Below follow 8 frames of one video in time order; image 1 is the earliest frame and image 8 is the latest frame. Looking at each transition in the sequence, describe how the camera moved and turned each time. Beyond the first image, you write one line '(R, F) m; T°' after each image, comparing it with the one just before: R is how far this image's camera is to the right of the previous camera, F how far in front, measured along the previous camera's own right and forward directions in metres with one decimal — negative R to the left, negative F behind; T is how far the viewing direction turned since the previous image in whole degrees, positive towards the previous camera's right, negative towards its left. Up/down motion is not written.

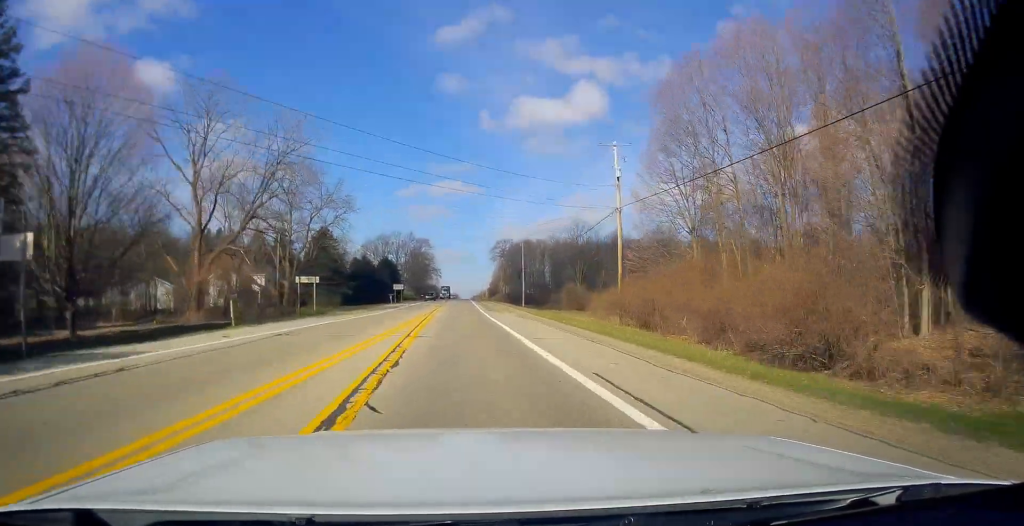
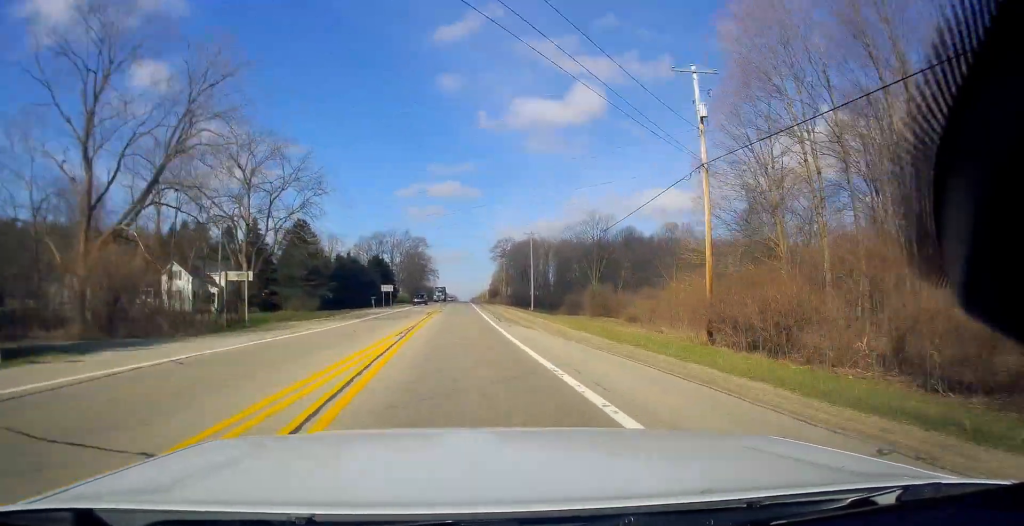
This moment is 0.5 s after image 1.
(+0.2, +15.2) m; 0°
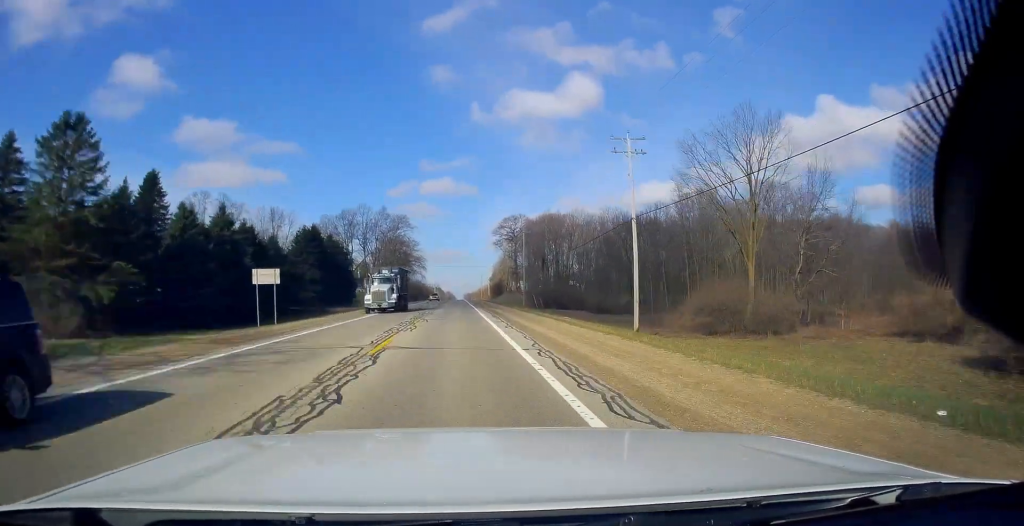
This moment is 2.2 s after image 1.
(+0.6, +56.7) m; 0°
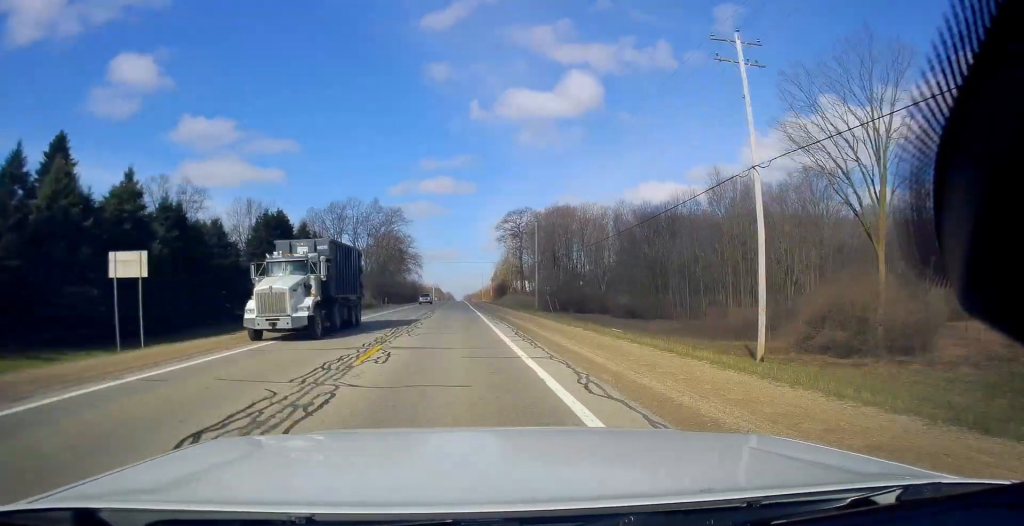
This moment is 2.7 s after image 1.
(0.0, +16.5) m; 0°
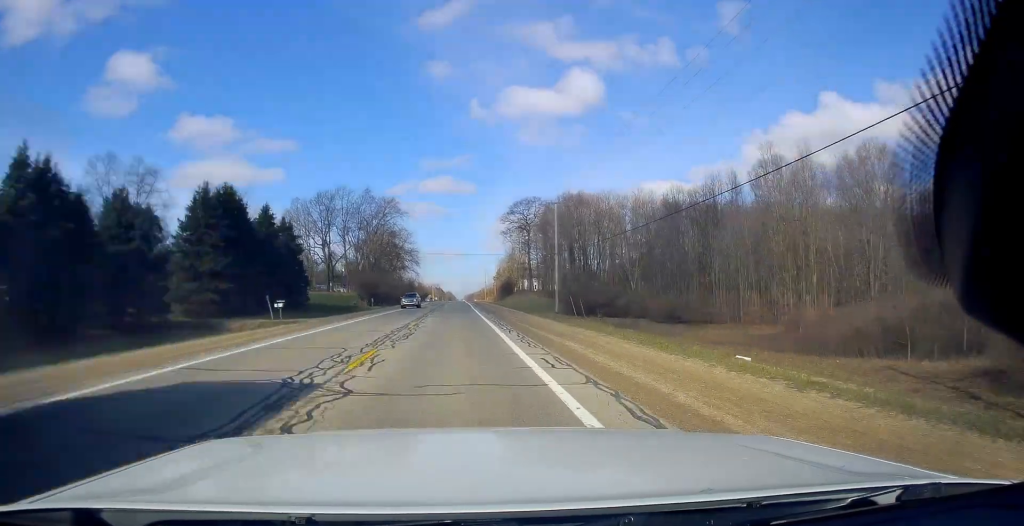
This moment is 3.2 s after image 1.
(0.0, +17.6) m; 0°
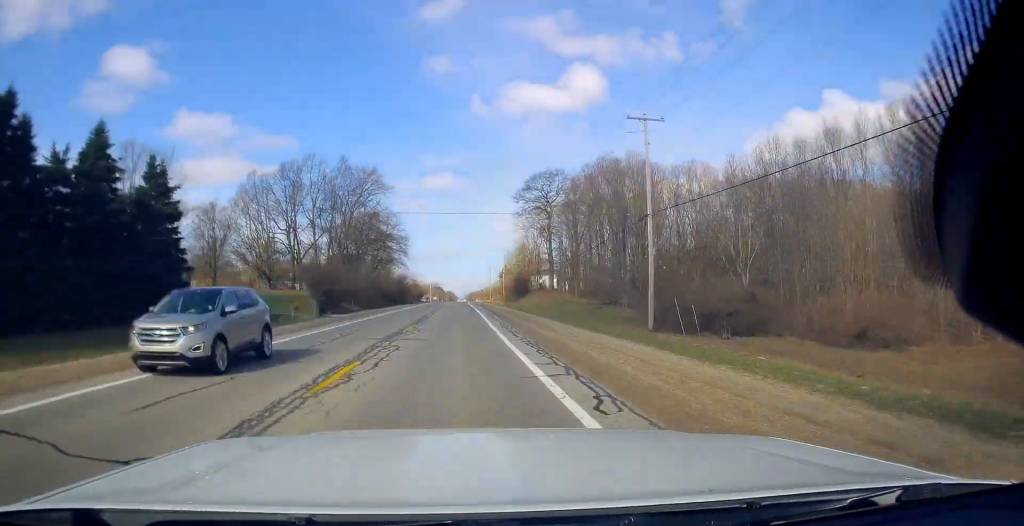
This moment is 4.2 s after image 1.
(-0.3, +33.0) m; 0°
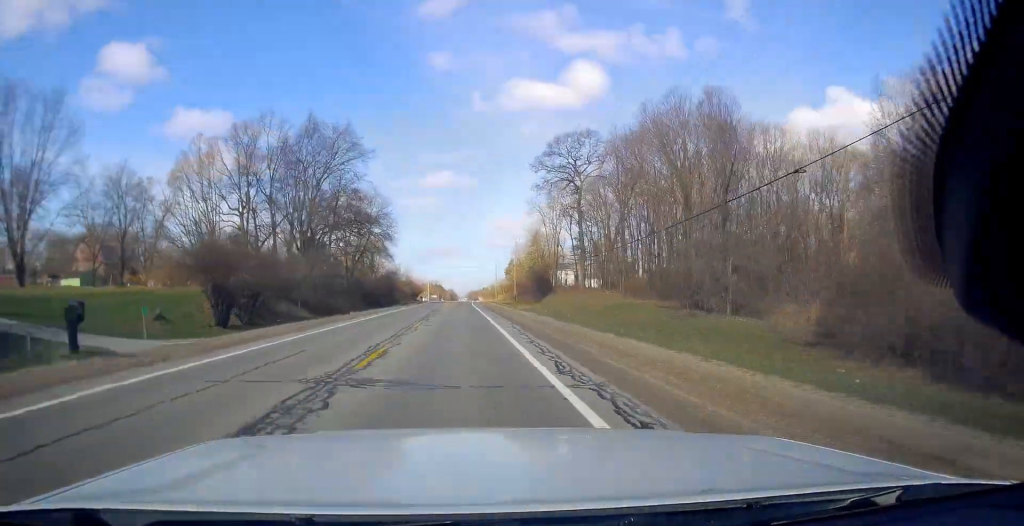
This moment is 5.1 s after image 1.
(+0.4, +27.5) m; +1°
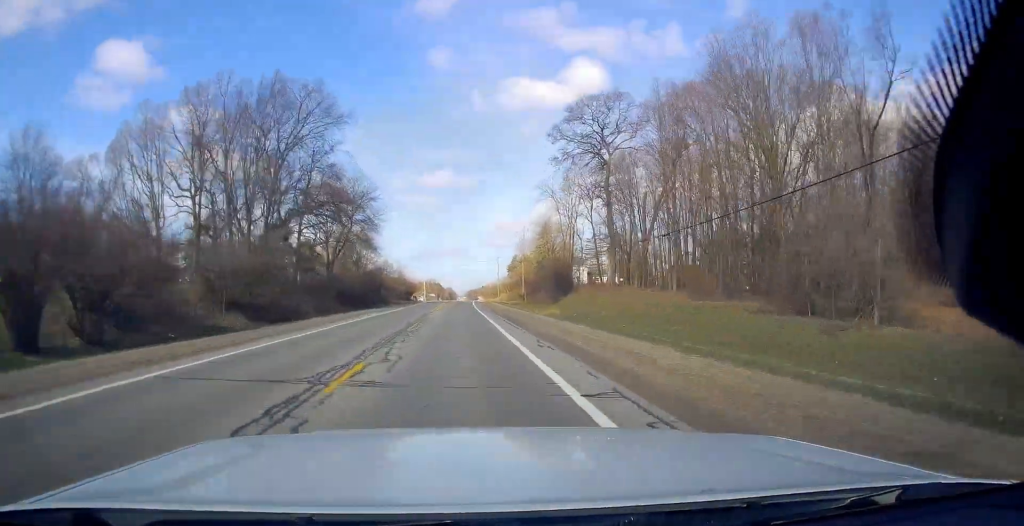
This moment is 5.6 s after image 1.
(0.0, +17.7) m; 0°
